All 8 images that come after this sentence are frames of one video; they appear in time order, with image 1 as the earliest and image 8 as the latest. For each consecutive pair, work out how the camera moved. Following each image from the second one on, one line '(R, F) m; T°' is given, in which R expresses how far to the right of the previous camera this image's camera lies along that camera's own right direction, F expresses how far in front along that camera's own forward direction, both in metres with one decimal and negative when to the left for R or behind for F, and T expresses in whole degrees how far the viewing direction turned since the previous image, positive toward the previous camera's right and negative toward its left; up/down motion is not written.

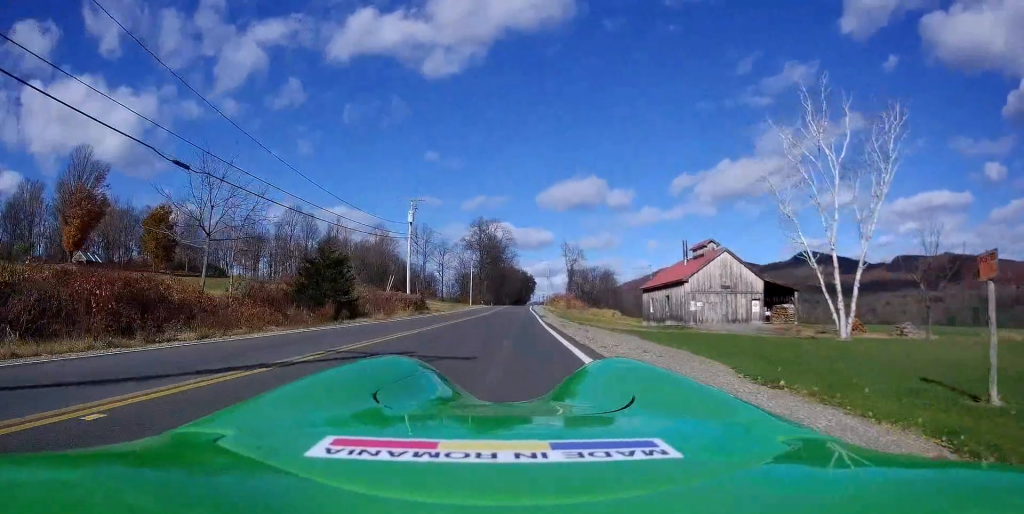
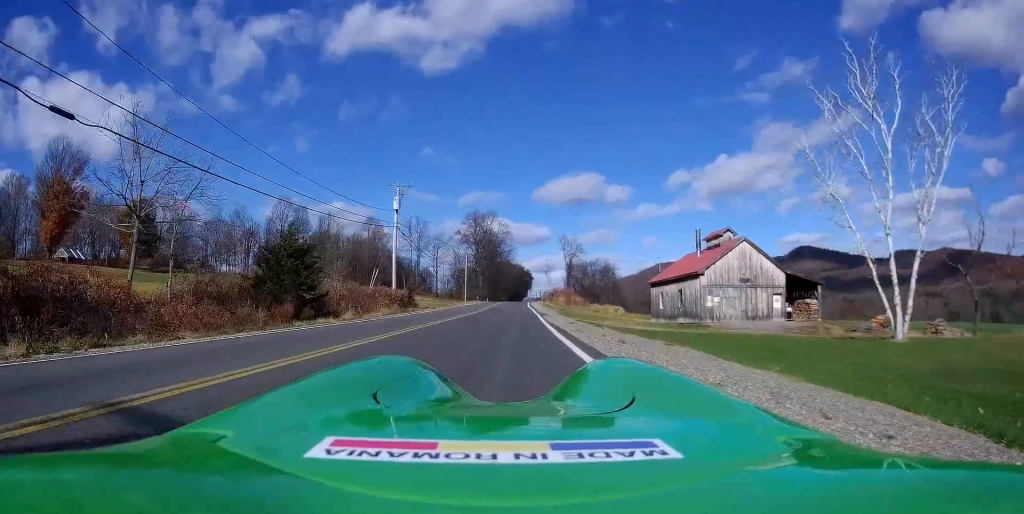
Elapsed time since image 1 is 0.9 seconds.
(+0.3, +5.1) m; +3°
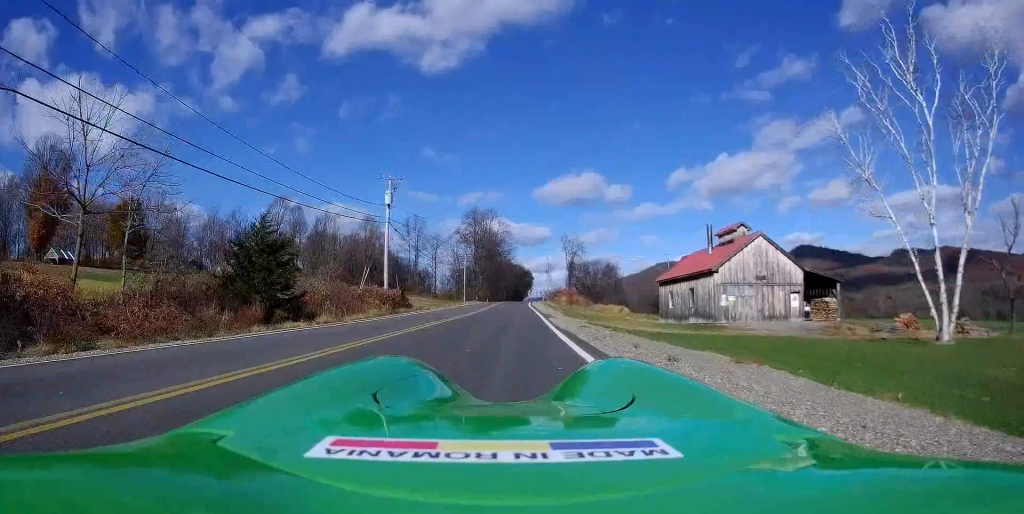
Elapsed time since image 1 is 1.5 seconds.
(0.0, +3.0) m; +1°
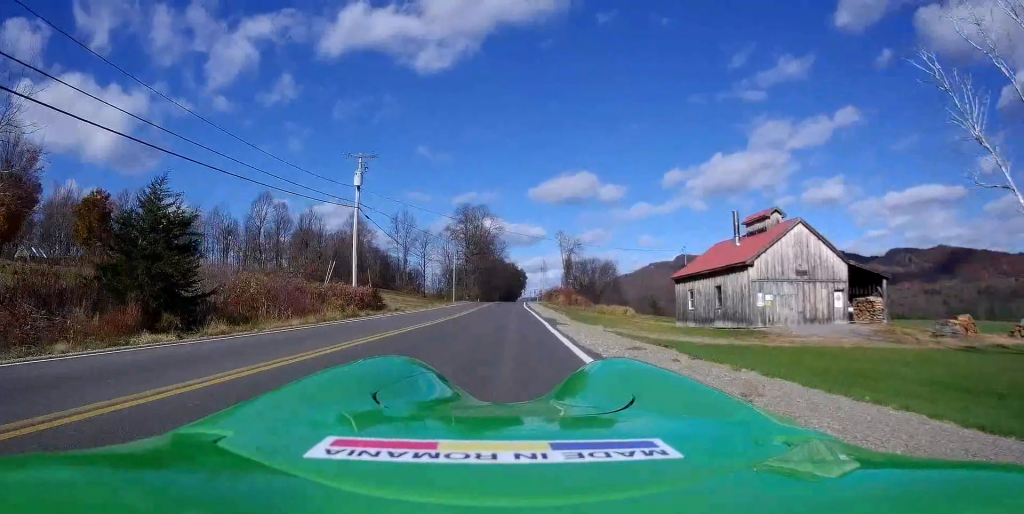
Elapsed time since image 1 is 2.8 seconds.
(0.0, +7.2) m; 0°
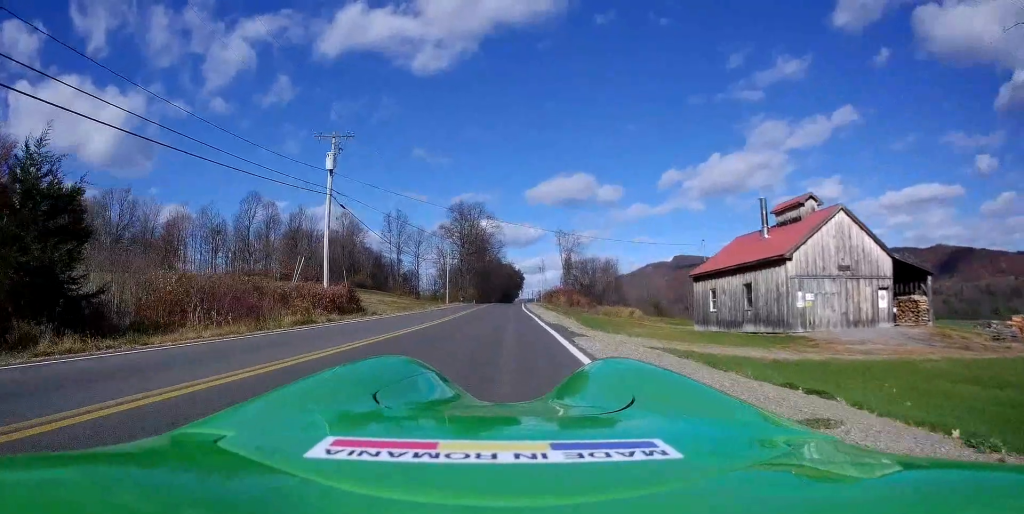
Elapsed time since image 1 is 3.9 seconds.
(0.0, +5.2) m; -3°
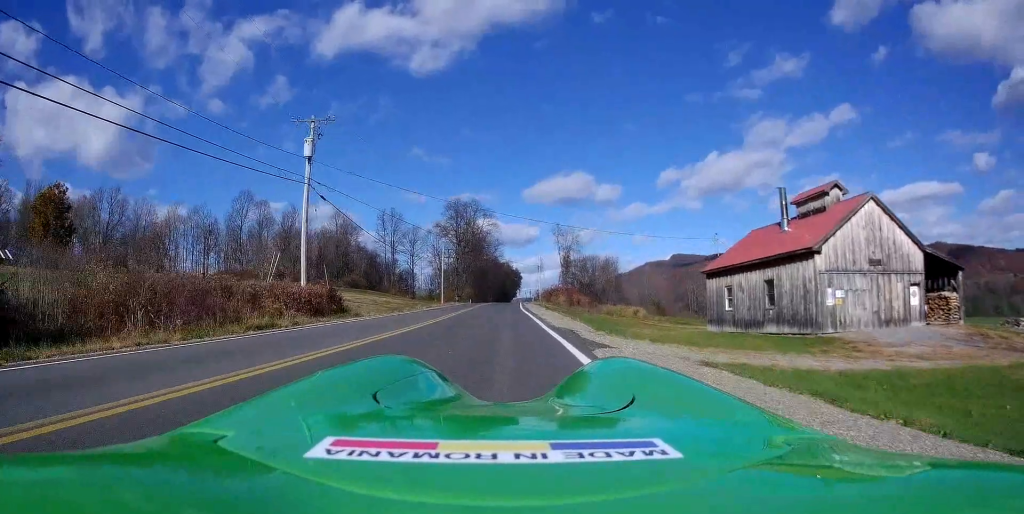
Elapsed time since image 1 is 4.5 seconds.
(-0.1, +3.2) m; -1°
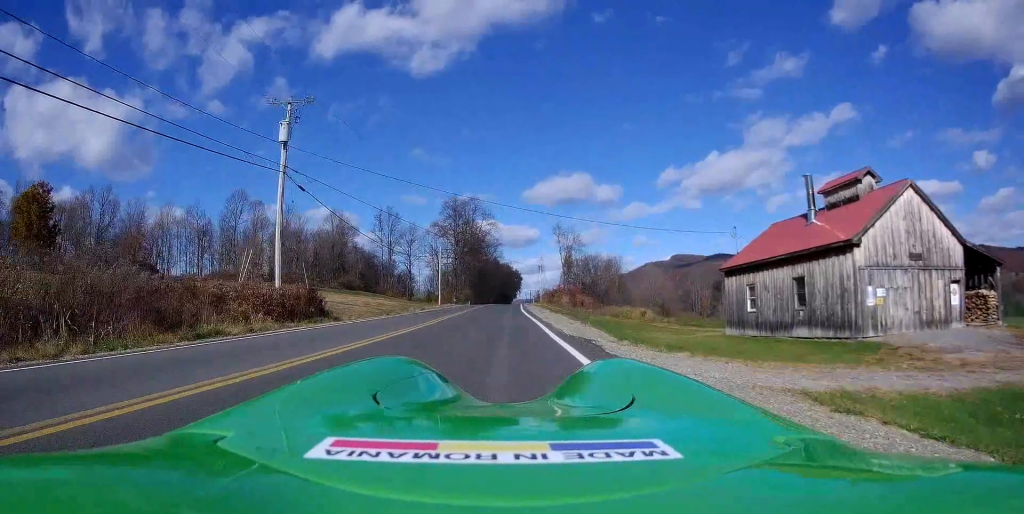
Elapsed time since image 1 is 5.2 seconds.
(-0.2, +3.4) m; 0°
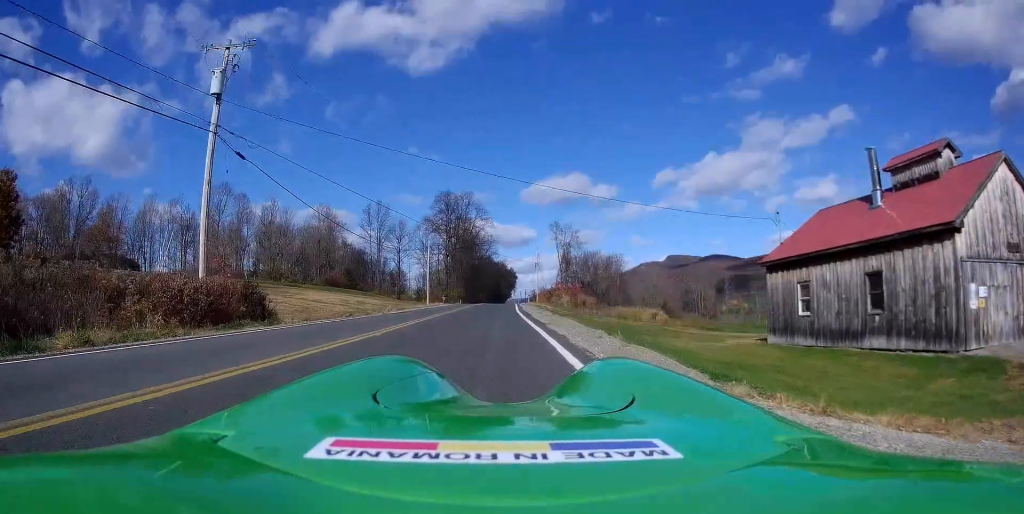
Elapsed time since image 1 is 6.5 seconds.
(+0.4, +6.4) m; +4°
